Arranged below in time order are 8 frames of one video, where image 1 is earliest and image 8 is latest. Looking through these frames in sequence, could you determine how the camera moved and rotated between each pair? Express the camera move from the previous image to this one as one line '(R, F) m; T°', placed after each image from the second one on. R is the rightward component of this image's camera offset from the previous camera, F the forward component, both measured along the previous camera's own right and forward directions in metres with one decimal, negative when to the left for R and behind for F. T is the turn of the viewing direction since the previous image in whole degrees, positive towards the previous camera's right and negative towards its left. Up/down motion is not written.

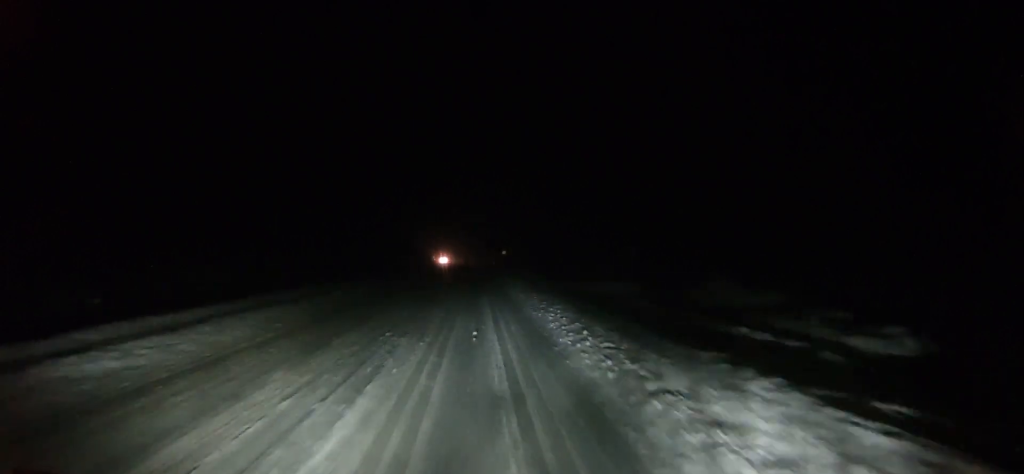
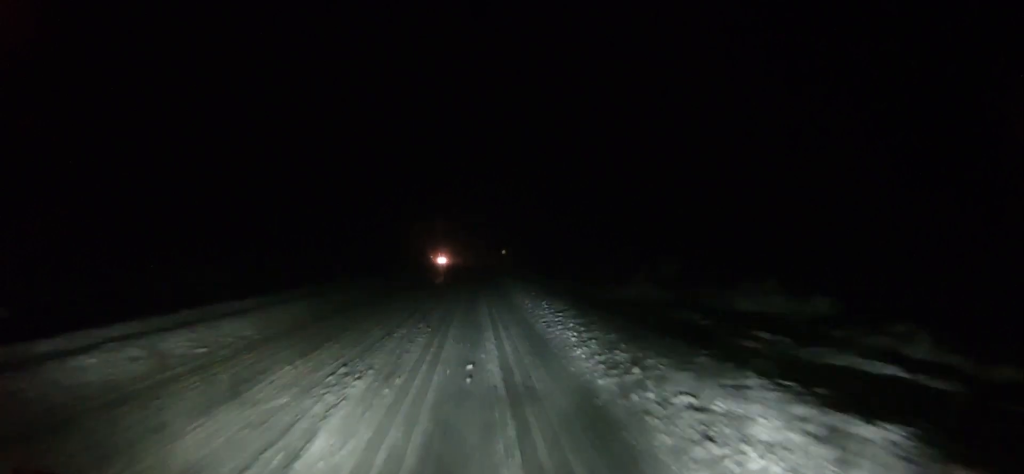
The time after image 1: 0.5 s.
(-0.2, +6.5) m; 0°
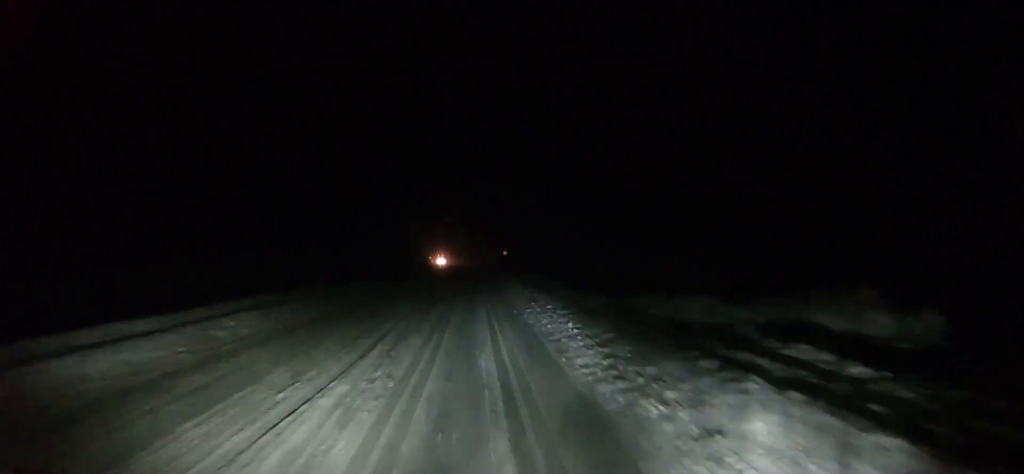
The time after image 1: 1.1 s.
(-0.2, +9.4) m; +1°
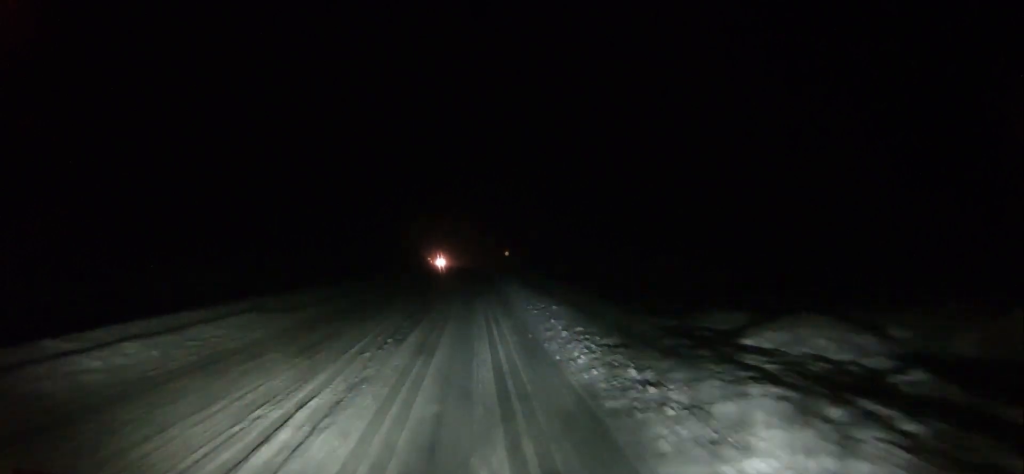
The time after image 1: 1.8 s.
(+0.4, +8.9) m; +1°
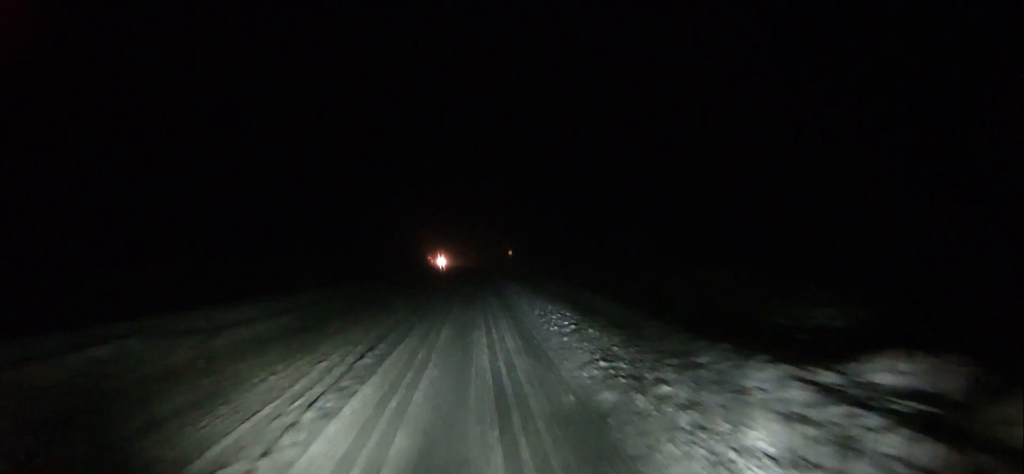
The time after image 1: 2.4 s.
(0.0, +9.3) m; 0°
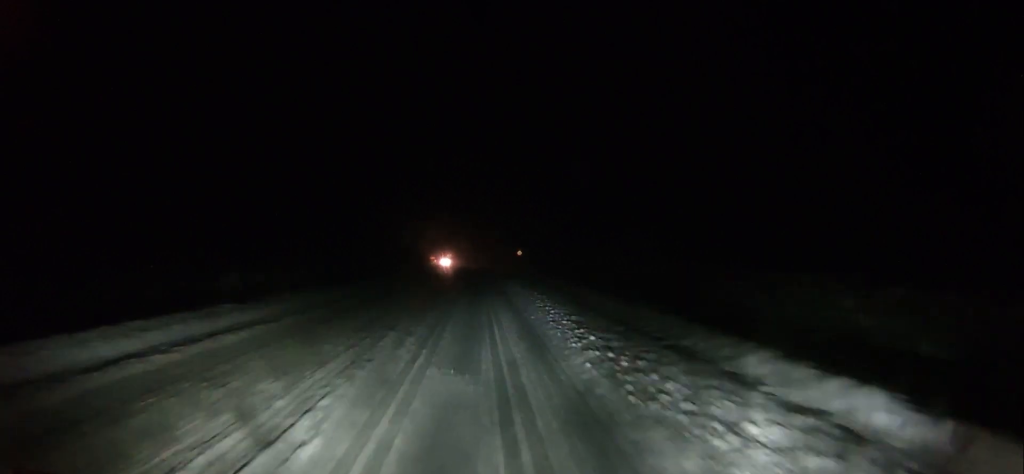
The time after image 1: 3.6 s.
(-0.1, +16.7) m; 0°
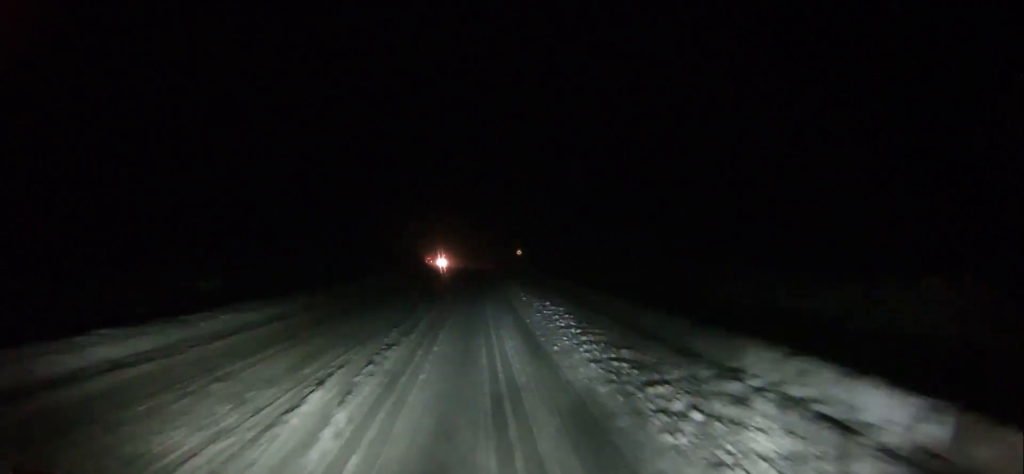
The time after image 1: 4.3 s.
(0.0, +9.3) m; 0°
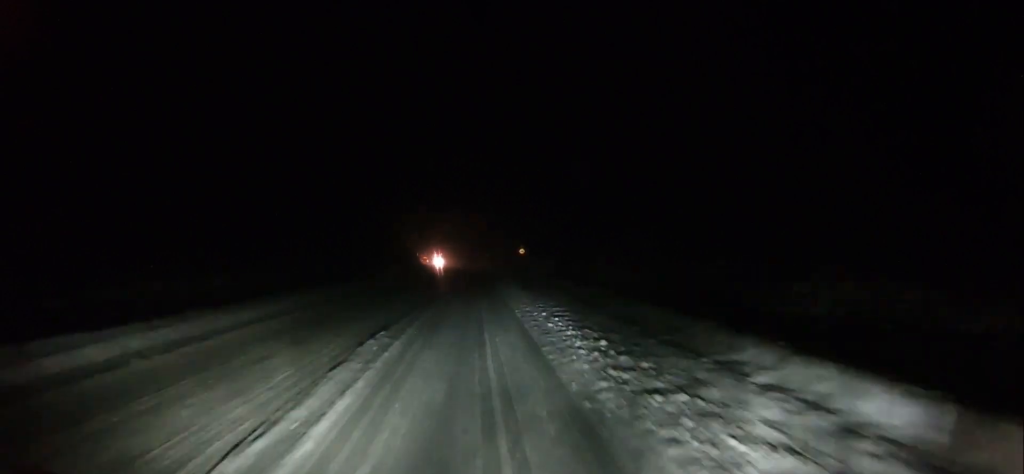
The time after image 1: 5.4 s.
(0.0, +14.8) m; -1°
